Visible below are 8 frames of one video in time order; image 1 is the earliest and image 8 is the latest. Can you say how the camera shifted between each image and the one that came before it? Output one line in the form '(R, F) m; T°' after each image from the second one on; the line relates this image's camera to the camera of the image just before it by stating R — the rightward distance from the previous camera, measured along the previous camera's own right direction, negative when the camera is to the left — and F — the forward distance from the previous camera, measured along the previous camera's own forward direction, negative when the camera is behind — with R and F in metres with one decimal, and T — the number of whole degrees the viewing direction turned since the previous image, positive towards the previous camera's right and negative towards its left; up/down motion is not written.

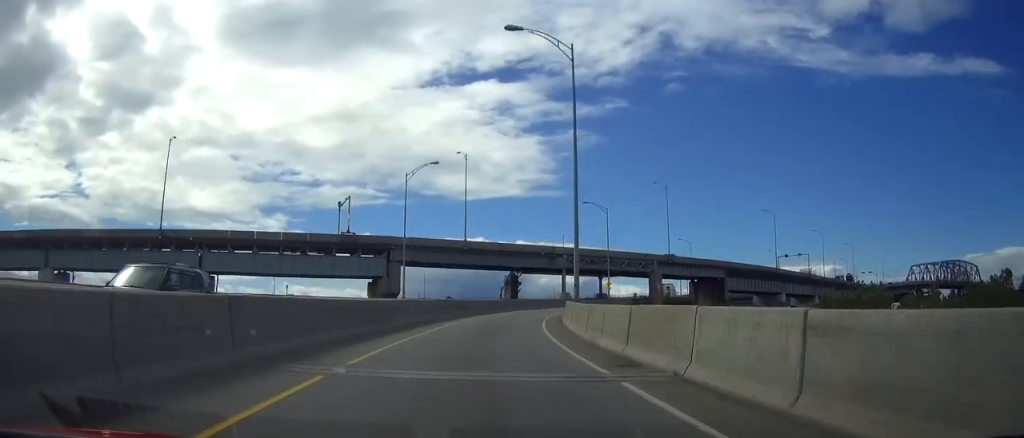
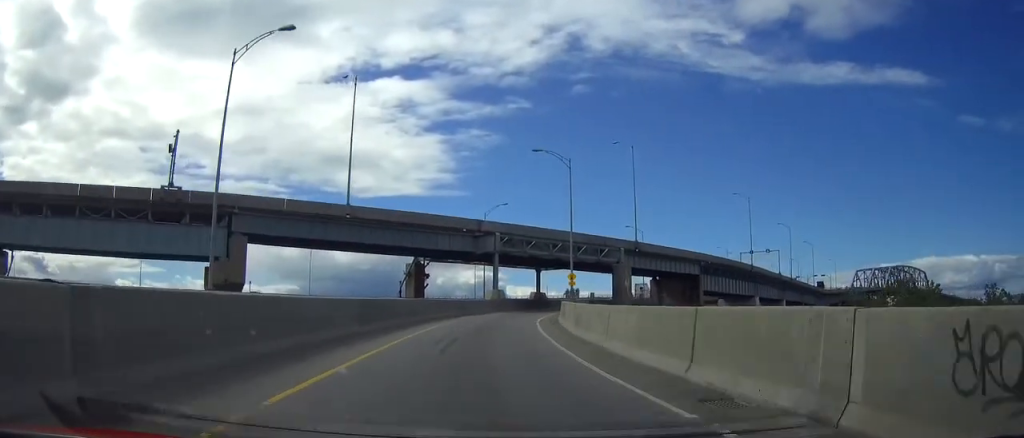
(+2.4, +33.4) m; +9°
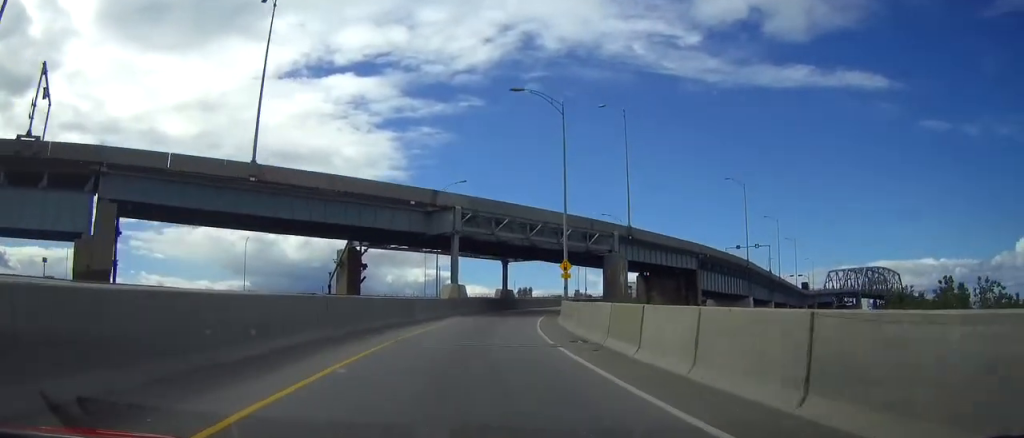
(+0.7, +17.5) m; +4°
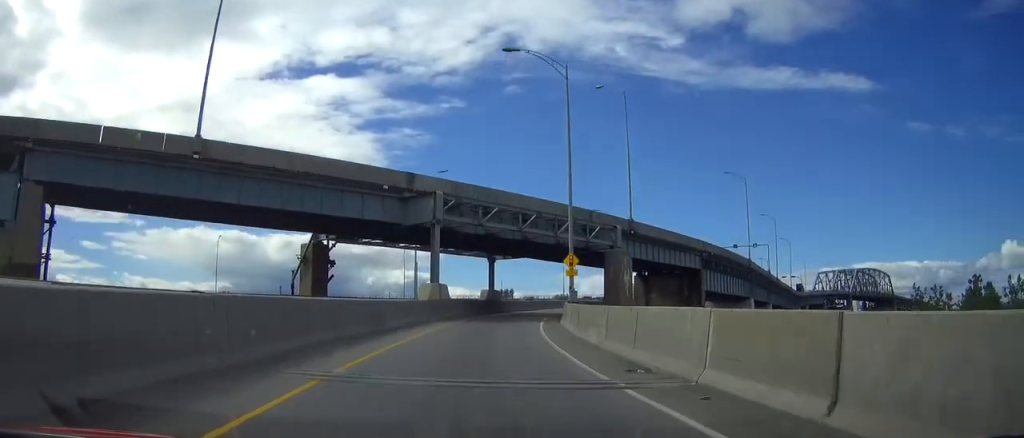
(+0.2, +7.5) m; +1°
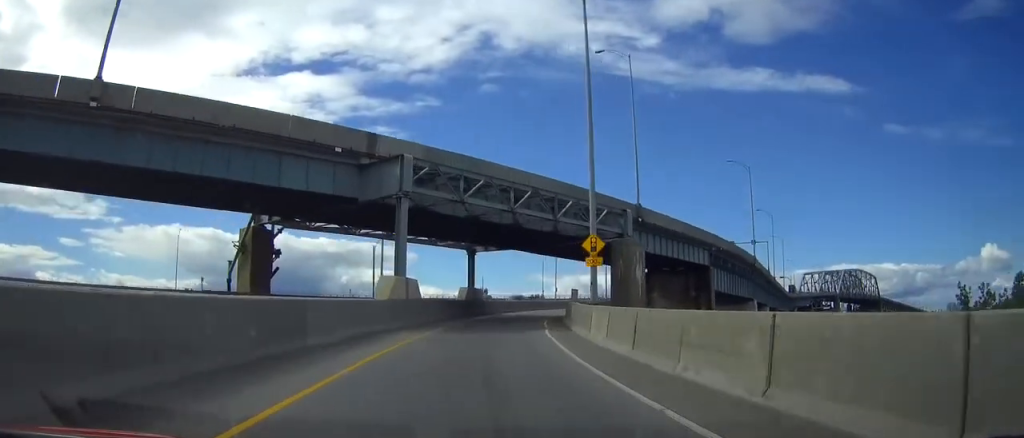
(0.0, +10.0) m; +2°
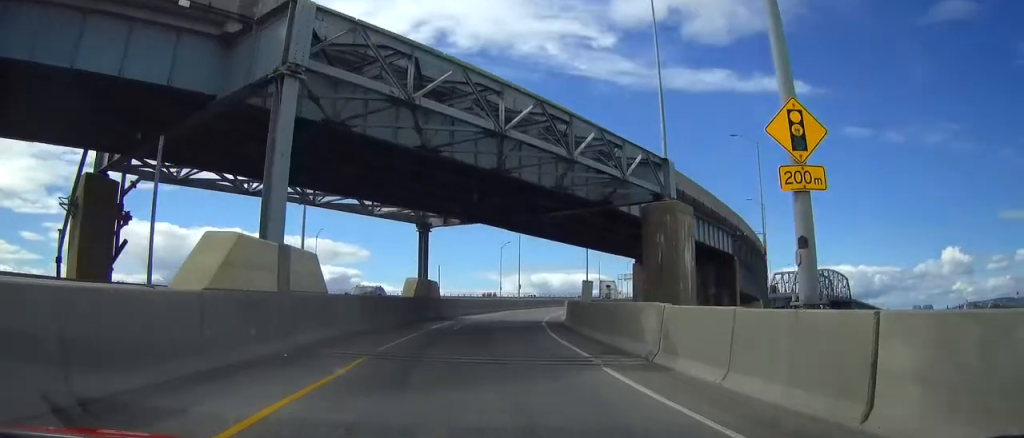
(+0.5, +16.1) m; +4°
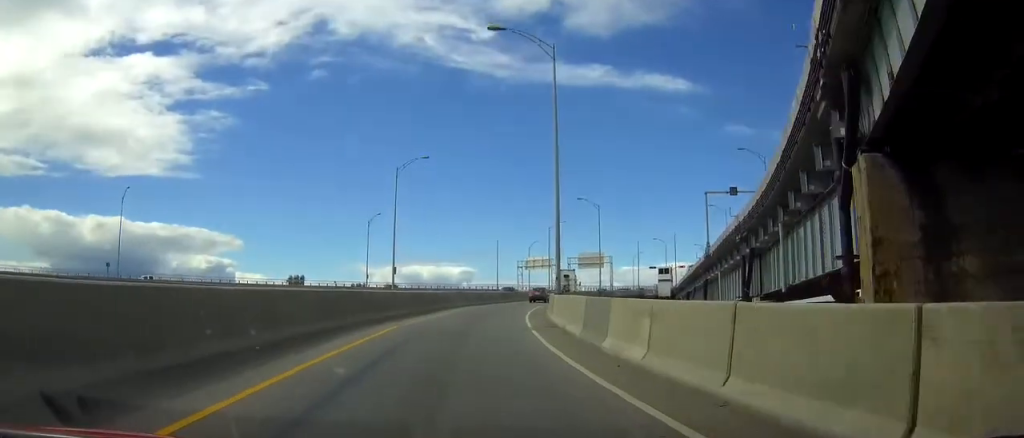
(+2.9, +41.8) m; +9°
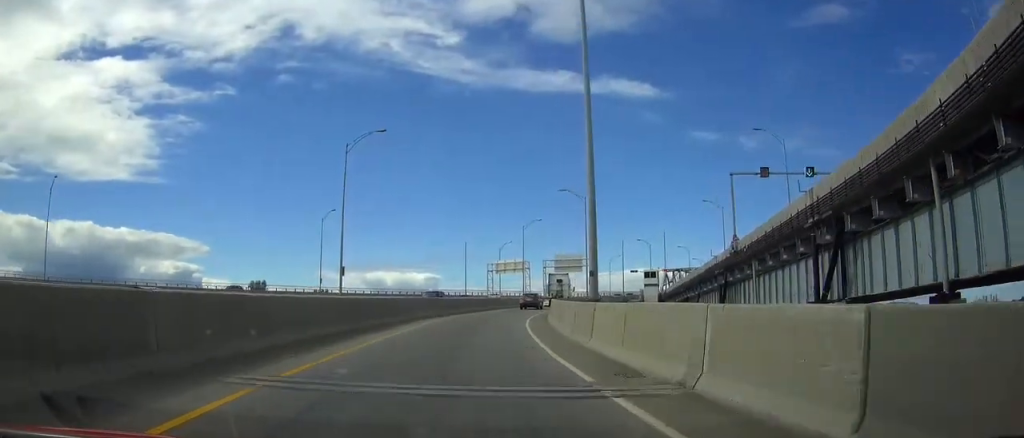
(+0.8, +13.5) m; +4°
